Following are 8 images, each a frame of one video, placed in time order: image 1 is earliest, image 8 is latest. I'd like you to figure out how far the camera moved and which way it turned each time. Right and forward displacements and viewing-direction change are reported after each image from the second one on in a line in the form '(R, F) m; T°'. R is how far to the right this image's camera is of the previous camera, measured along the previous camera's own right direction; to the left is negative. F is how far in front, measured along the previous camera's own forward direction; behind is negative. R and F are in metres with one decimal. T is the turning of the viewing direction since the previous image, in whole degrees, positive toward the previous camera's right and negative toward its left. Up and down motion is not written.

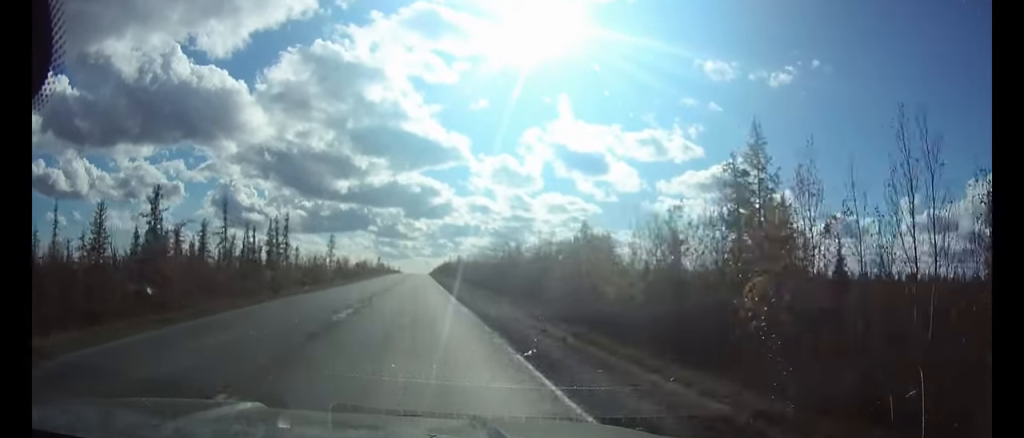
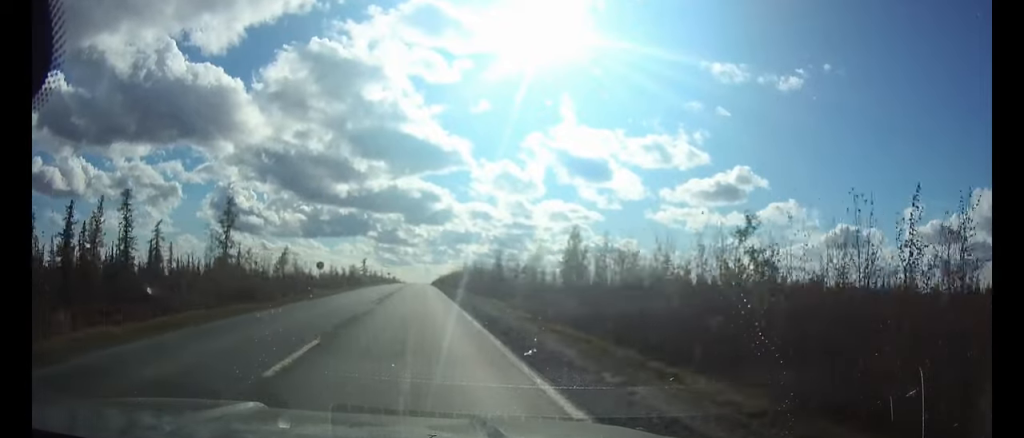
(+0.1, +78.7) m; 0°
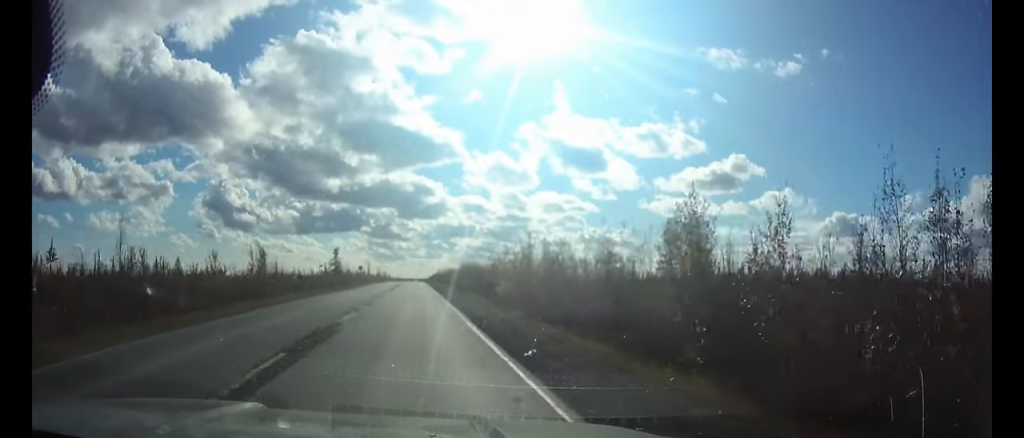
(+0.2, +54.5) m; 0°
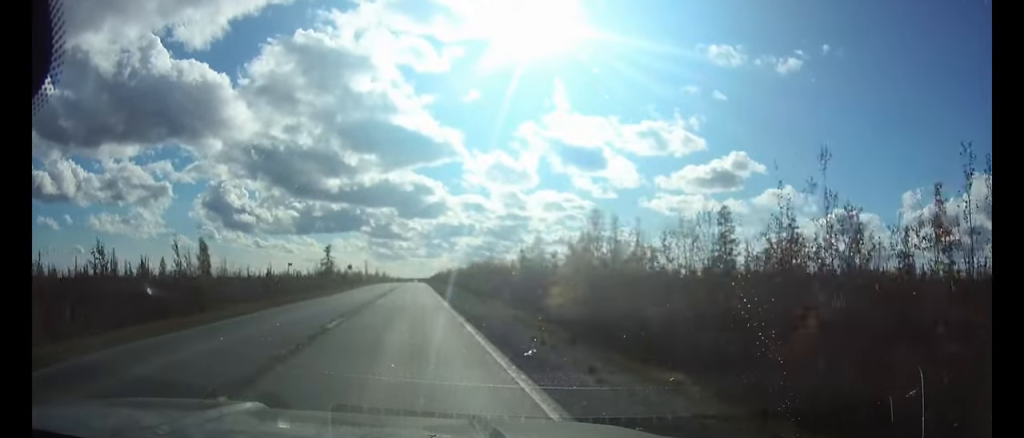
(0.0, +13.6) m; 0°
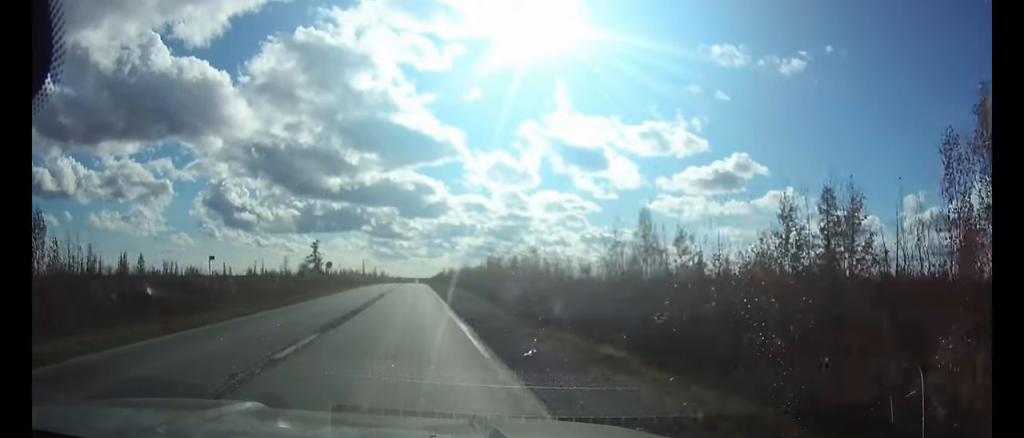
(0.0, +16.9) m; 0°
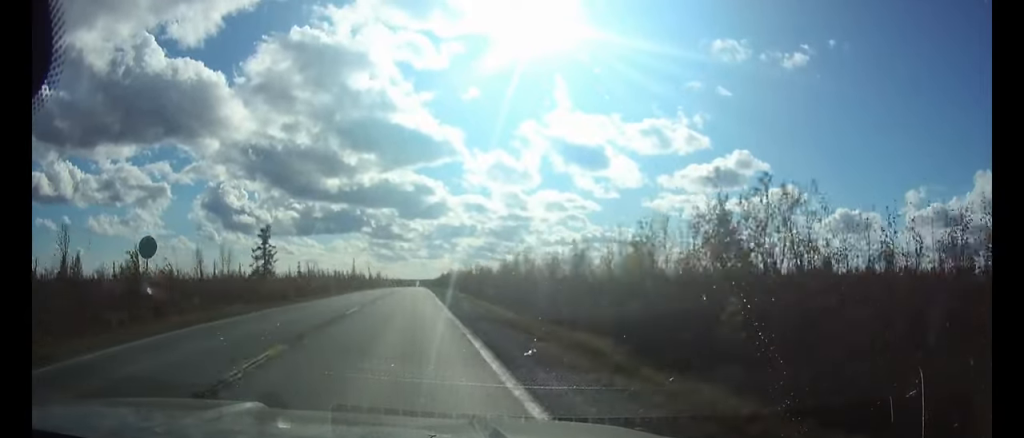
(-0.1, +37.4) m; 0°
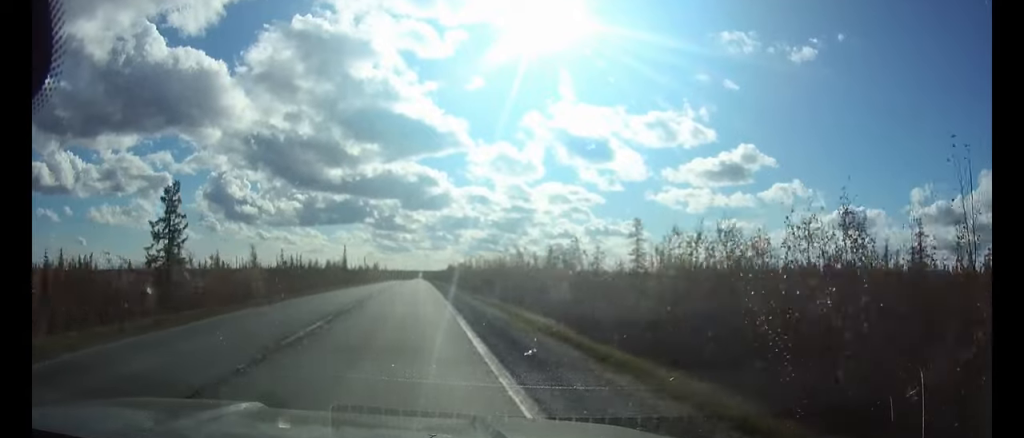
(-0.1, +33.2) m; 0°
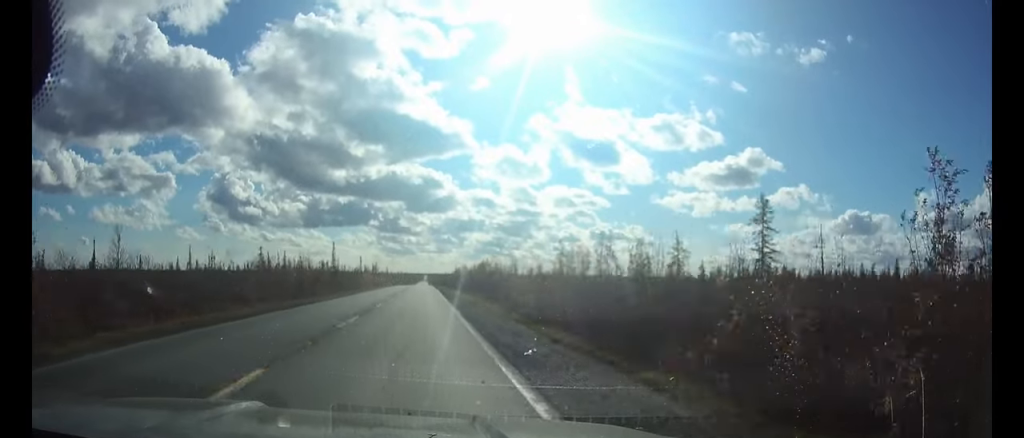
(-0.1, +30.5) m; 0°
